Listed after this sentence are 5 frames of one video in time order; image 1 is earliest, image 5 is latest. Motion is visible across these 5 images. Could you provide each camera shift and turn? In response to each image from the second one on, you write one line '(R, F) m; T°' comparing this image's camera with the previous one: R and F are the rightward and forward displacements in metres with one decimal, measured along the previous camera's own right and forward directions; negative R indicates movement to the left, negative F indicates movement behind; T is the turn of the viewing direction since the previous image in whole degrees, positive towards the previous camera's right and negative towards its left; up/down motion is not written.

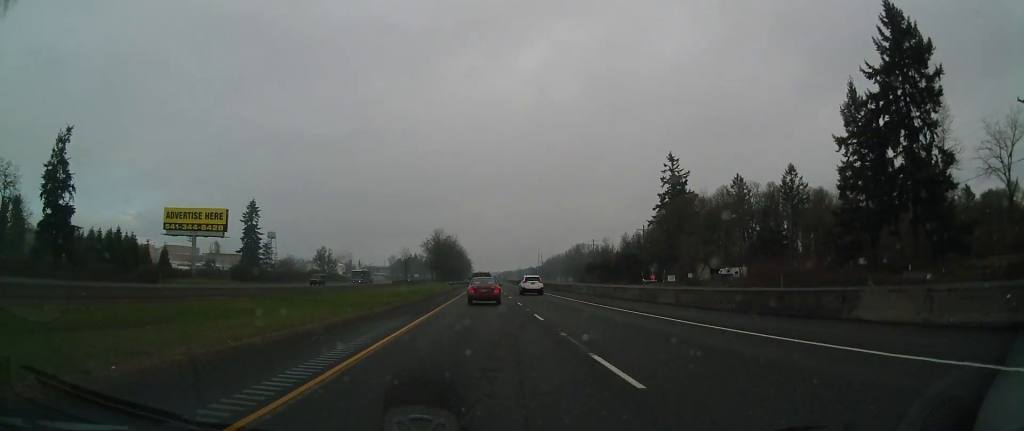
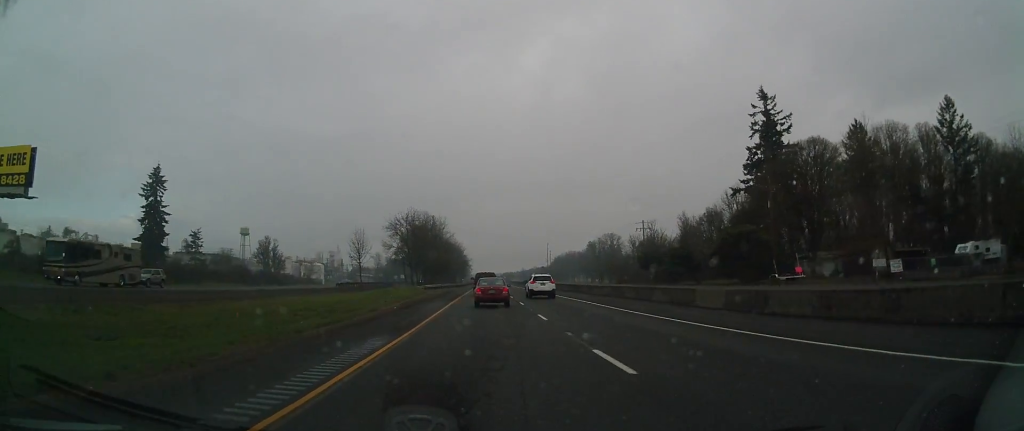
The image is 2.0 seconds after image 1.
(-0.6, +60.9) m; 0°
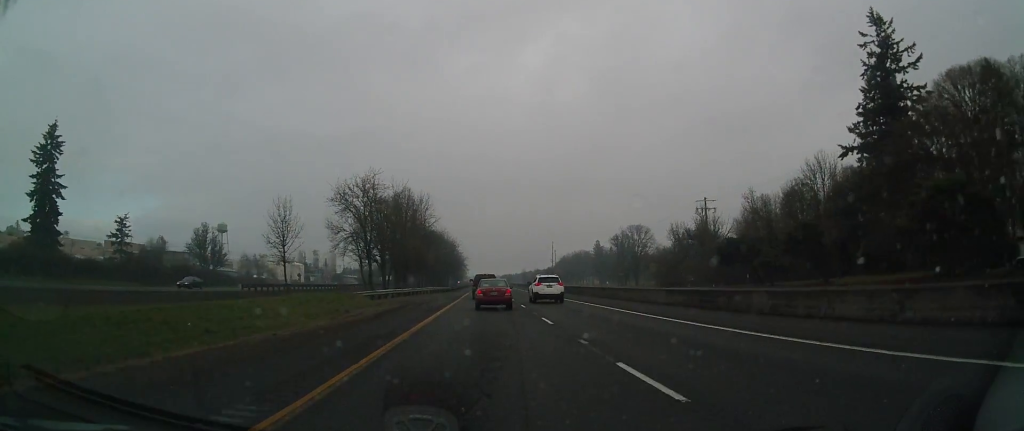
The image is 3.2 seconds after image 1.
(+0.1, +38.7) m; 0°
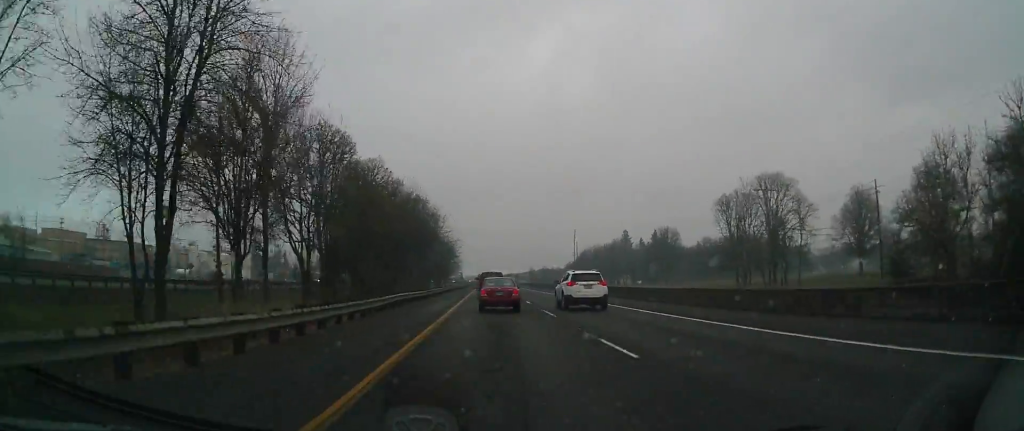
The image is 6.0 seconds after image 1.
(-0.1, +82.9) m; 0°
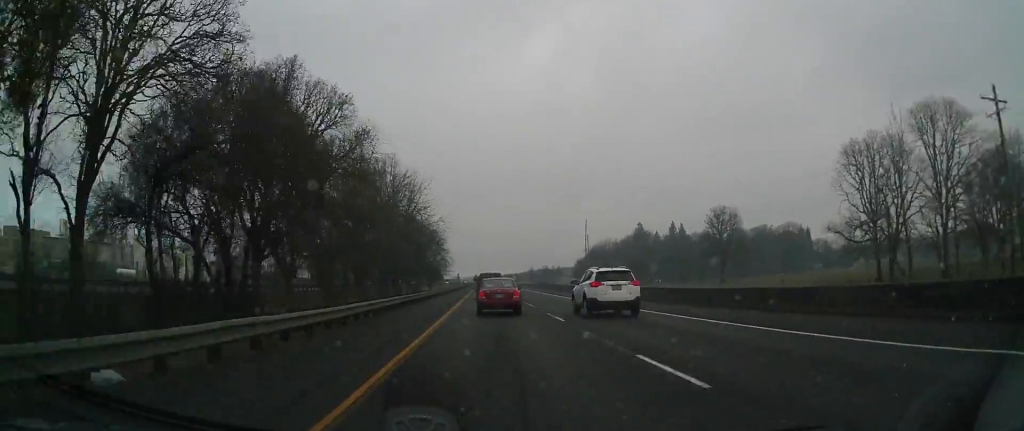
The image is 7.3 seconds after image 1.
(0.0, +39.8) m; 0°
